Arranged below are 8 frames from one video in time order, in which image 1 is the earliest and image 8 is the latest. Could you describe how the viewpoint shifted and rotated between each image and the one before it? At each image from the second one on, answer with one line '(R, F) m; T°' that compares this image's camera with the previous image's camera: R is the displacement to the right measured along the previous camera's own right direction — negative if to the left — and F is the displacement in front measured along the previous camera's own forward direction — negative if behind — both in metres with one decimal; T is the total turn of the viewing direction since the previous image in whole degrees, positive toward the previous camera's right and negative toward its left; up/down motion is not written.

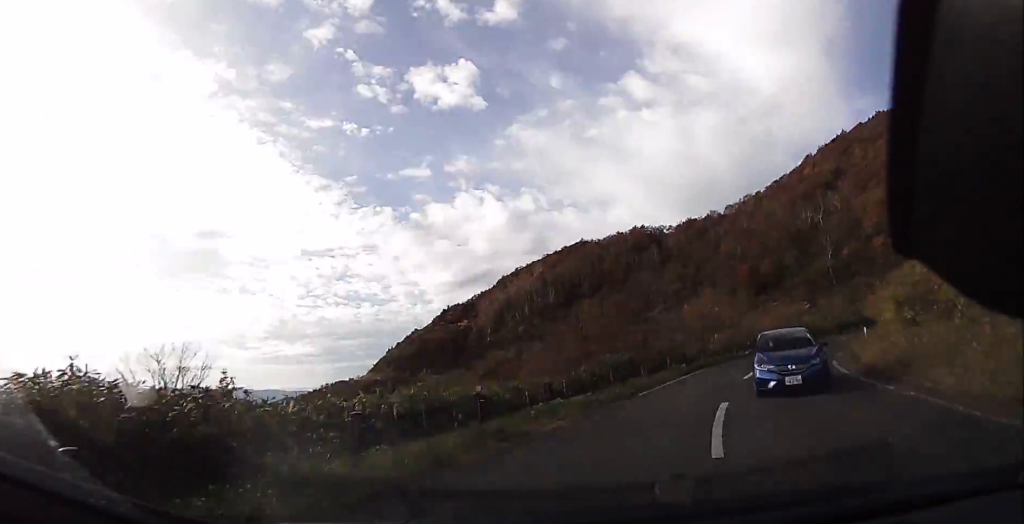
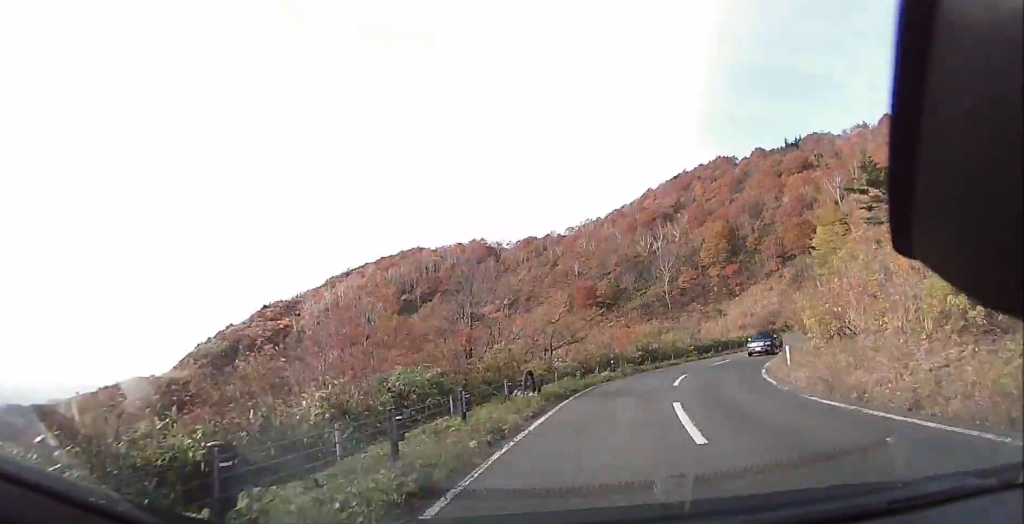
(+1.9, +9.9) m; +27°
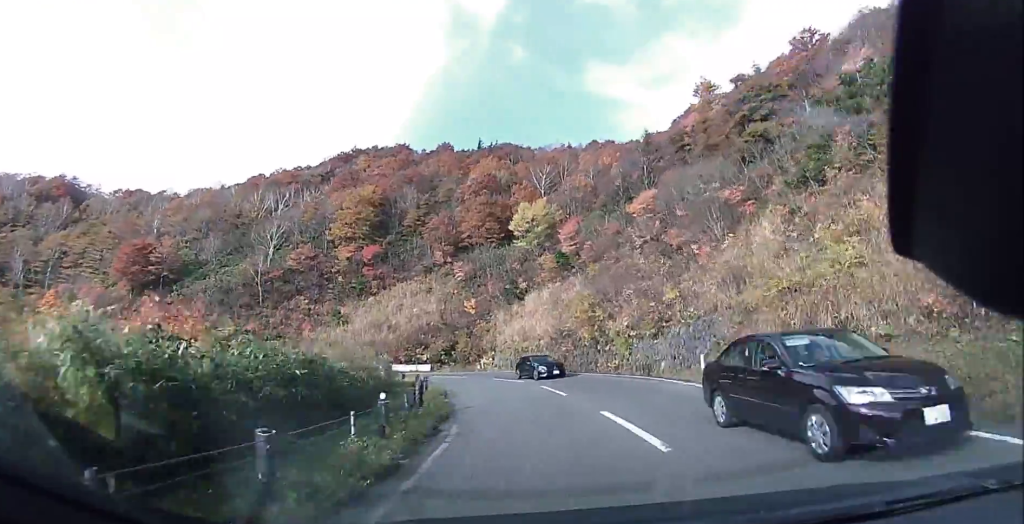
(+24.7, +38.8) m; +45°
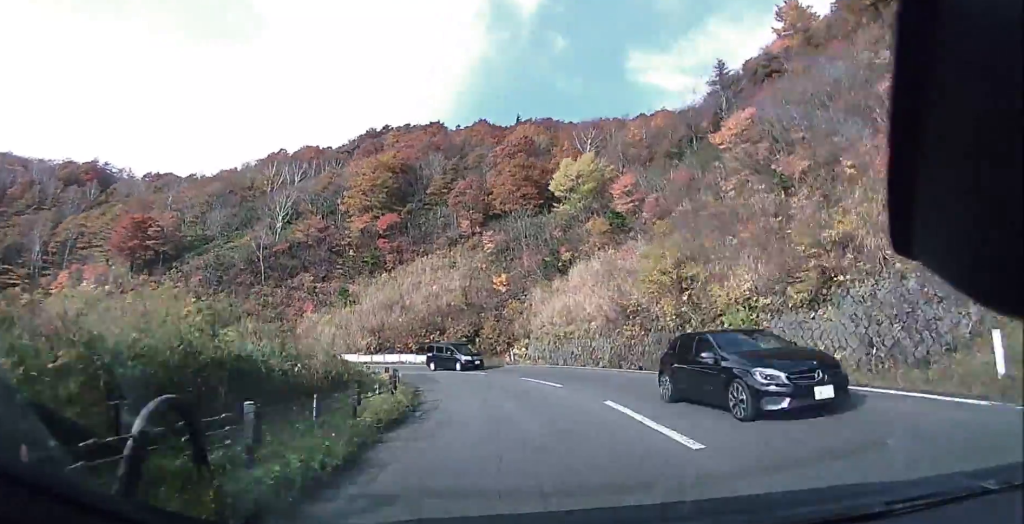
(+0.5, +10.6) m; -5°
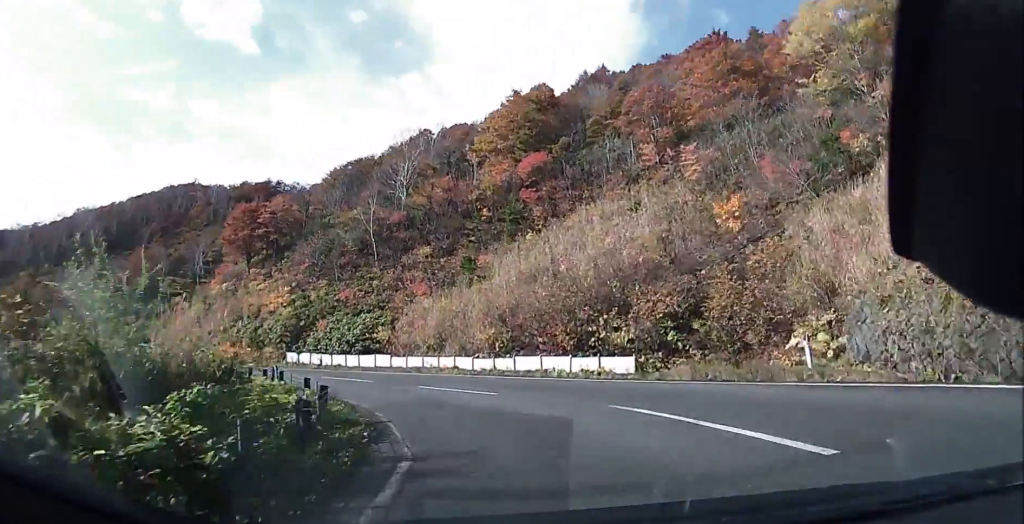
(-2.7, +18.2) m; -36°
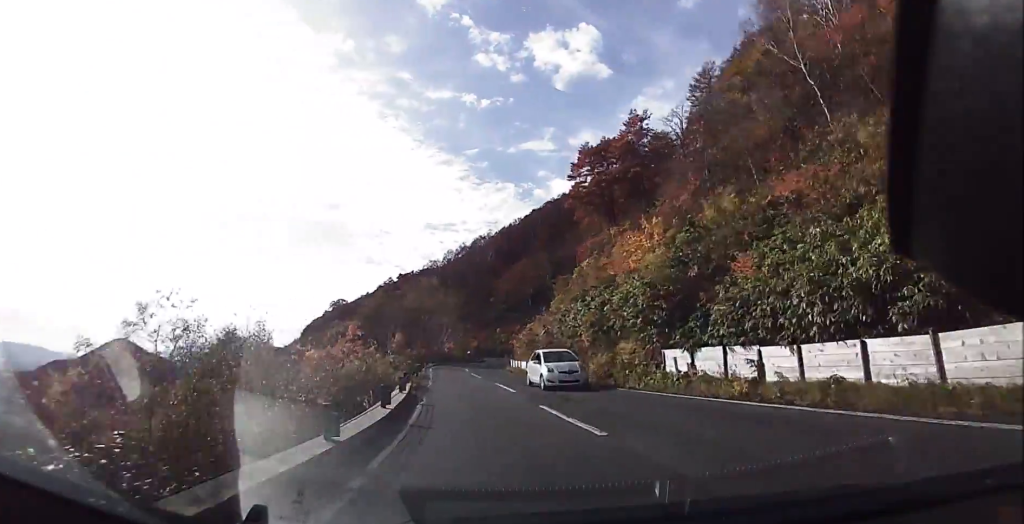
(-11.7, +21.7) m; -30°
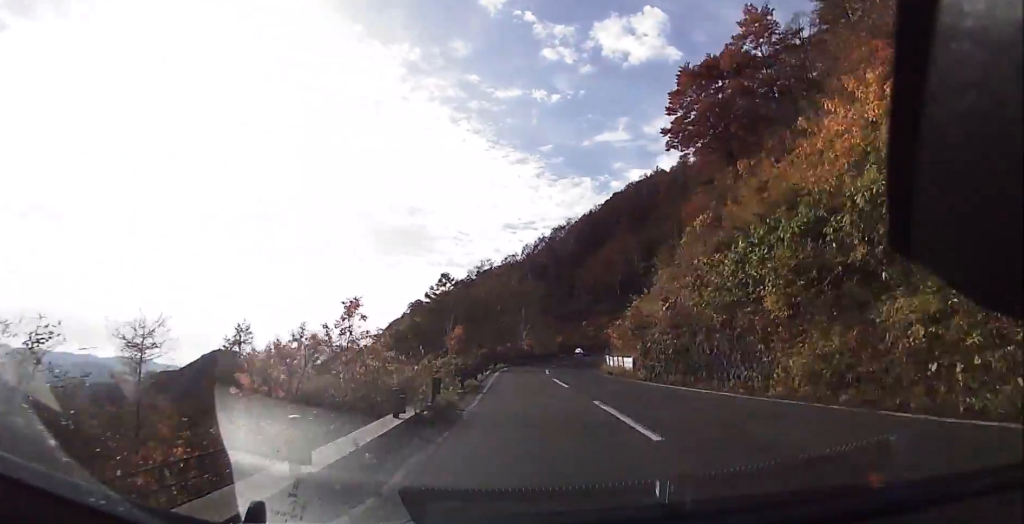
(-0.2, +10.7) m; -1°
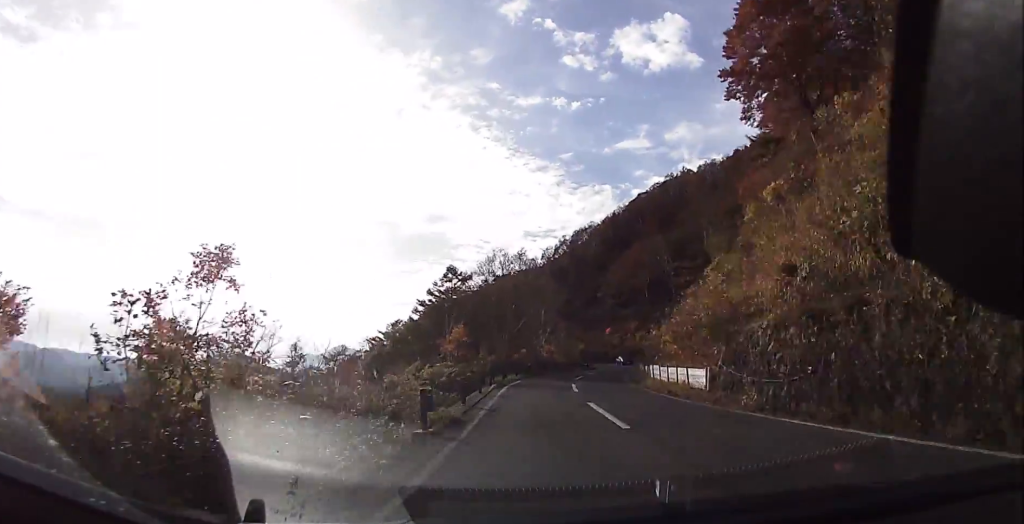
(0.0, +7.4) m; 0°
